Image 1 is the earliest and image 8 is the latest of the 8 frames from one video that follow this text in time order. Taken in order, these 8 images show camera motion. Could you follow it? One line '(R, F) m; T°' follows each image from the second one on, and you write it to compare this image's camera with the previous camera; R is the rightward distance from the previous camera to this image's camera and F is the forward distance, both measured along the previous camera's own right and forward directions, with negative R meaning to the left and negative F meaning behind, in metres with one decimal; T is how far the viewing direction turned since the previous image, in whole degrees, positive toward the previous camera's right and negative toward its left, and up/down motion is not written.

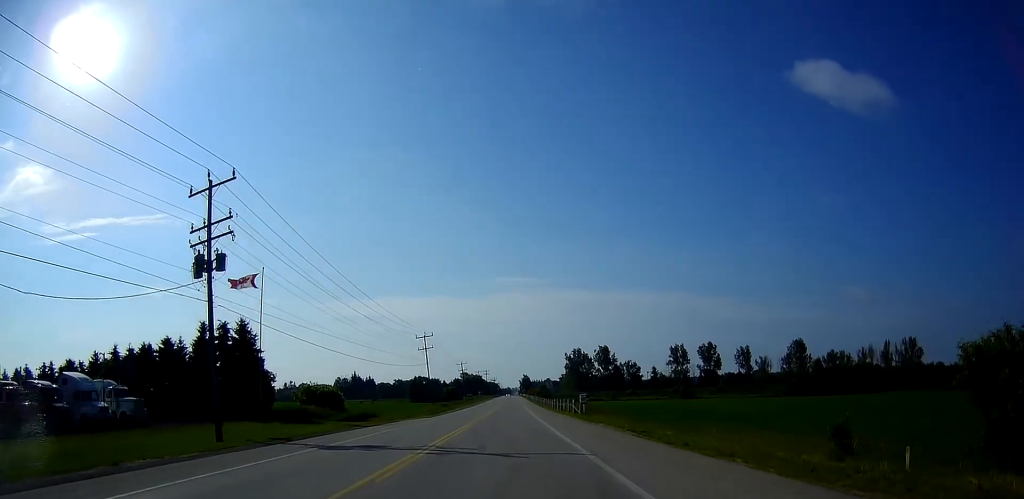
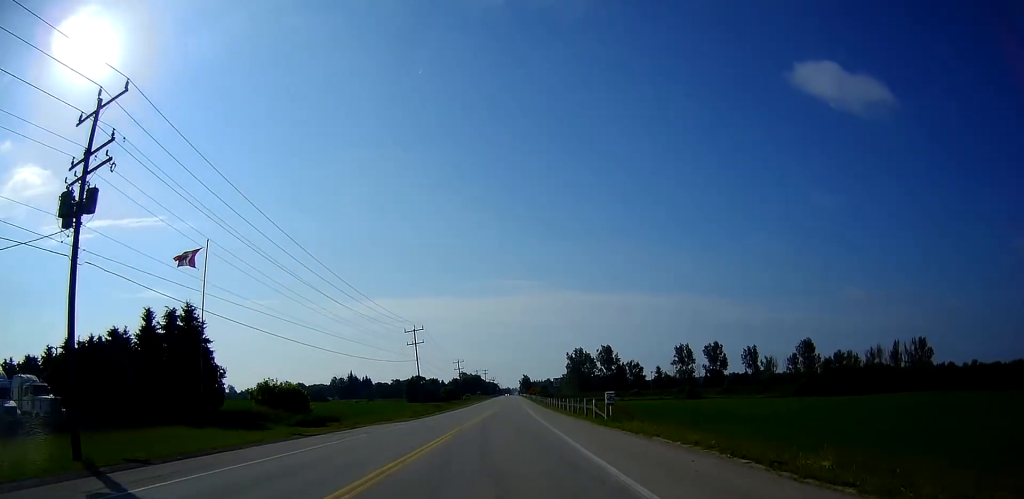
(0.0, +10.0) m; 0°
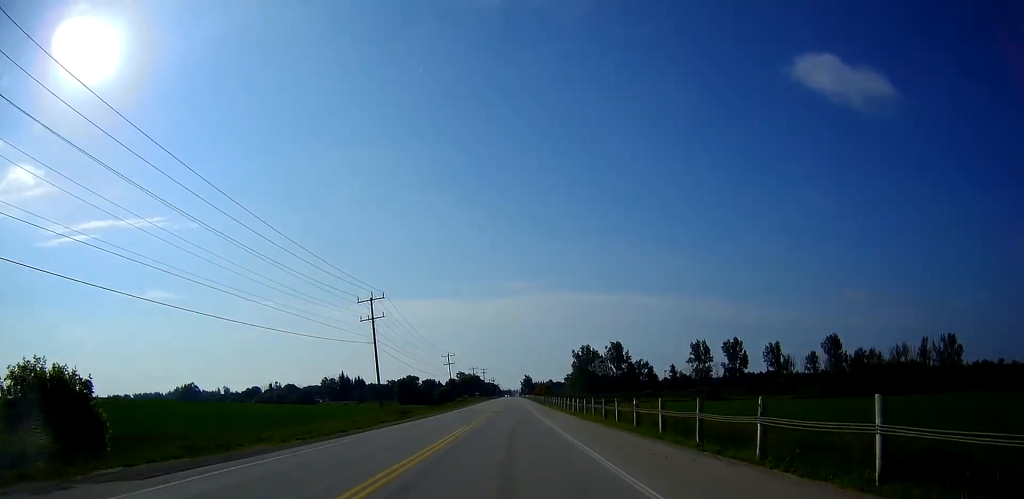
(-0.2, +27.1) m; 0°
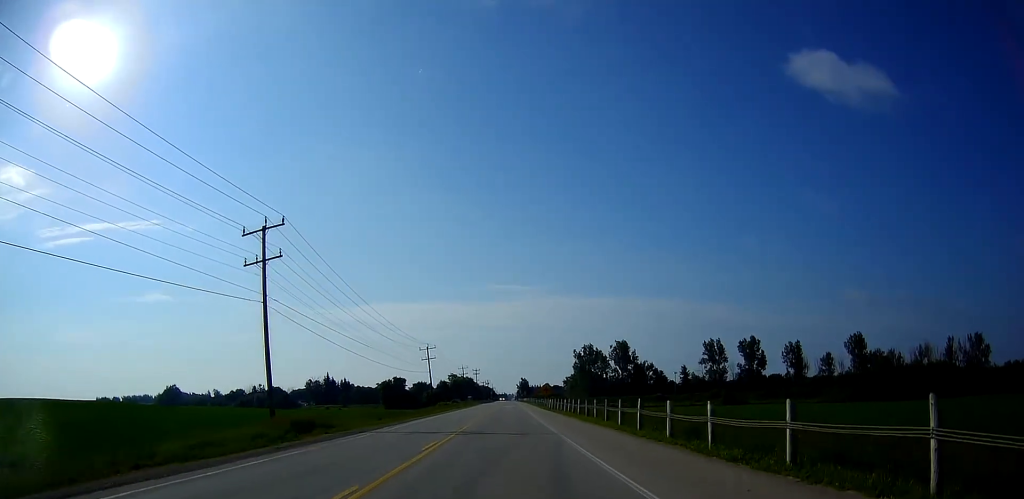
(+0.5, +26.2) m; +2°
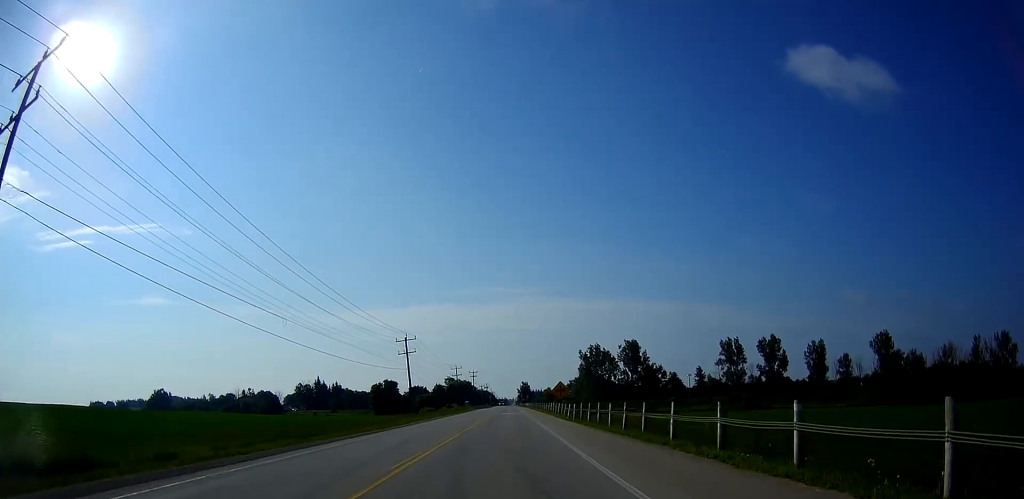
(+0.2, +21.5) m; -1°
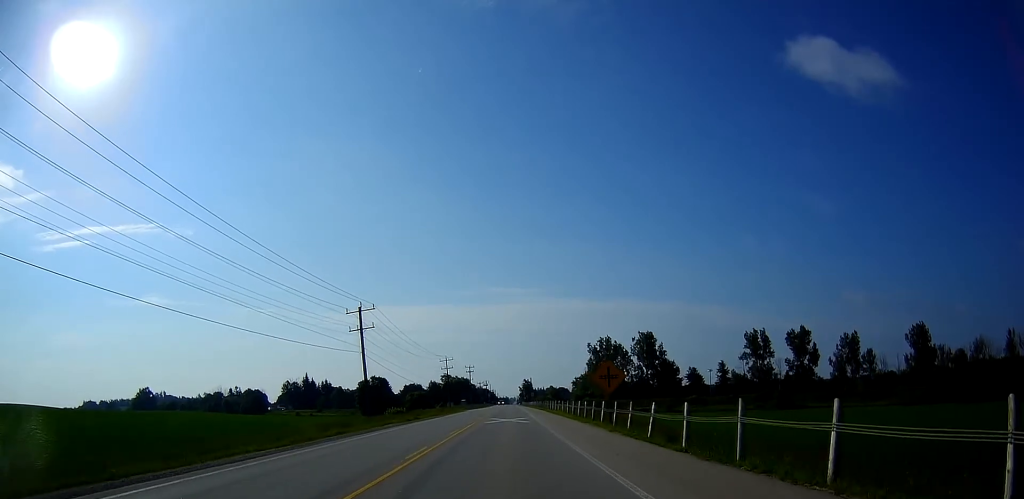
(-0.8, +25.5) m; 0°
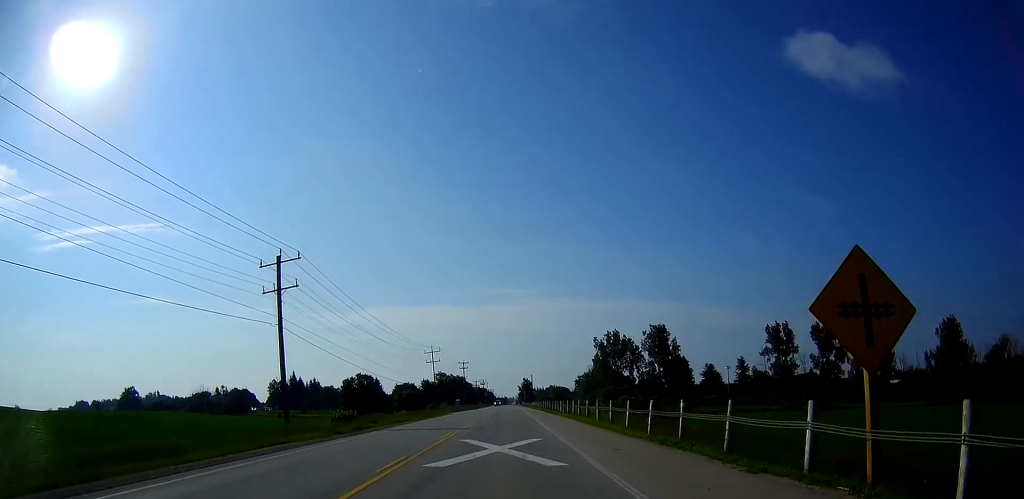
(+0.7, +20.2) m; +1°
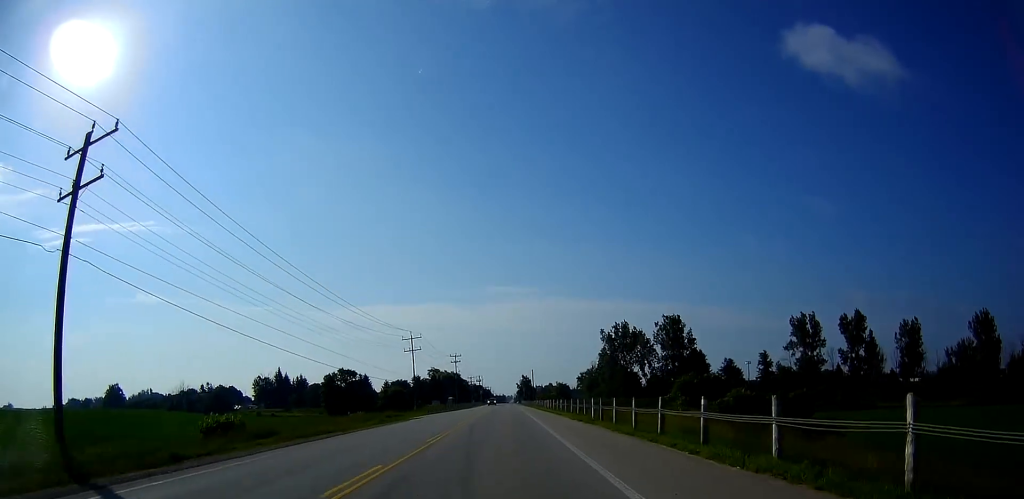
(-0.4, +19.9) m; -2°
